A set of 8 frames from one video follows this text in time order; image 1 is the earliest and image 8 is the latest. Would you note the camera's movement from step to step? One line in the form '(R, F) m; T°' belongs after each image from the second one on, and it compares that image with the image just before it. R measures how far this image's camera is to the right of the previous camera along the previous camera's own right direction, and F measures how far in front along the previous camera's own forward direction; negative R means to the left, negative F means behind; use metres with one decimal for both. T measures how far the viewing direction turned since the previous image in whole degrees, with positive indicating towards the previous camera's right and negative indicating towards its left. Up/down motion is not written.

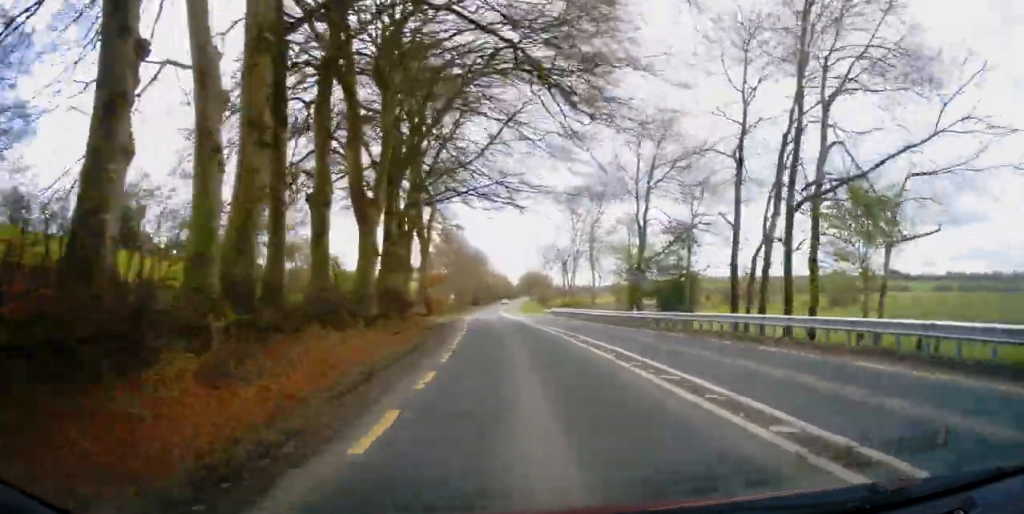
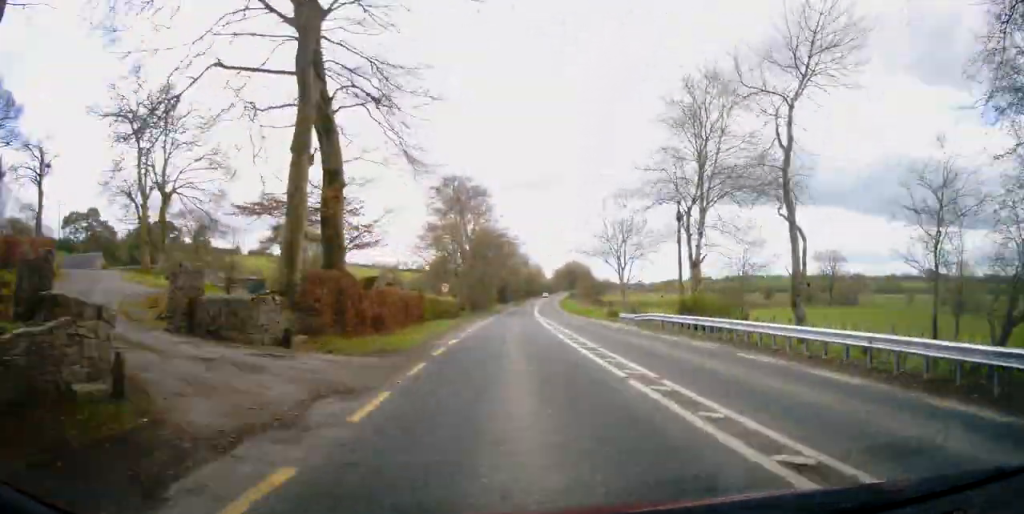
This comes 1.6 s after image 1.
(-1.6, +33.4) m; -4°
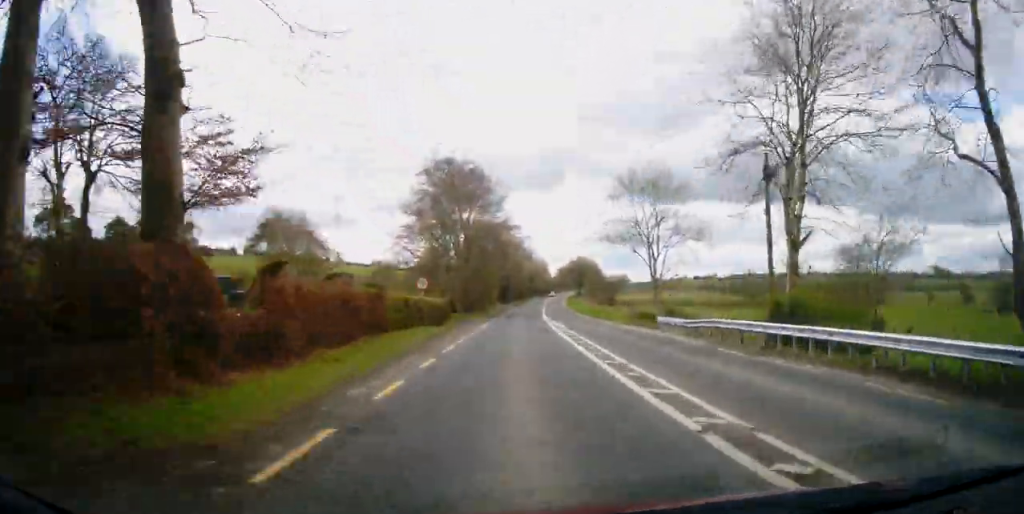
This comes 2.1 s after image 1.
(-0.2, +10.0) m; -1°
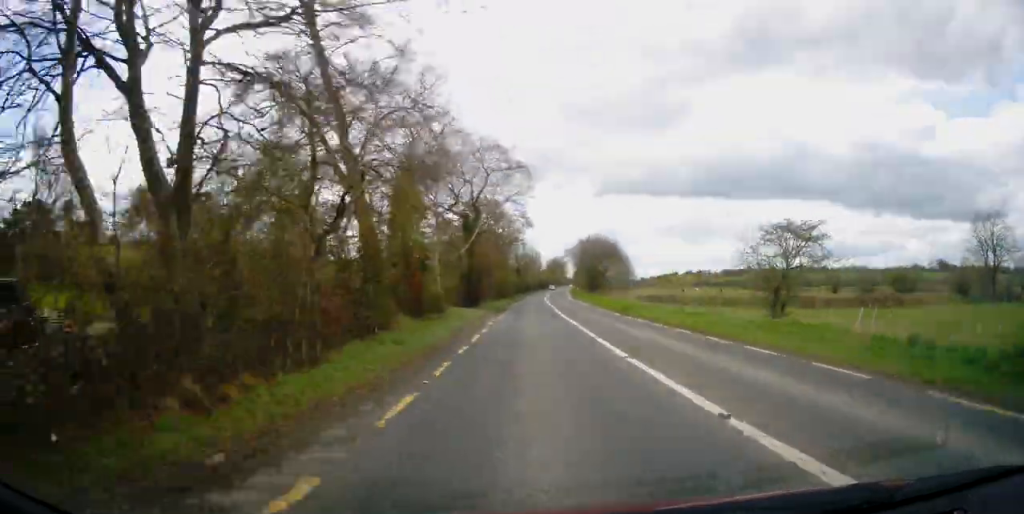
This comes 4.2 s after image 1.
(-0.5, +48.0) m; 0°
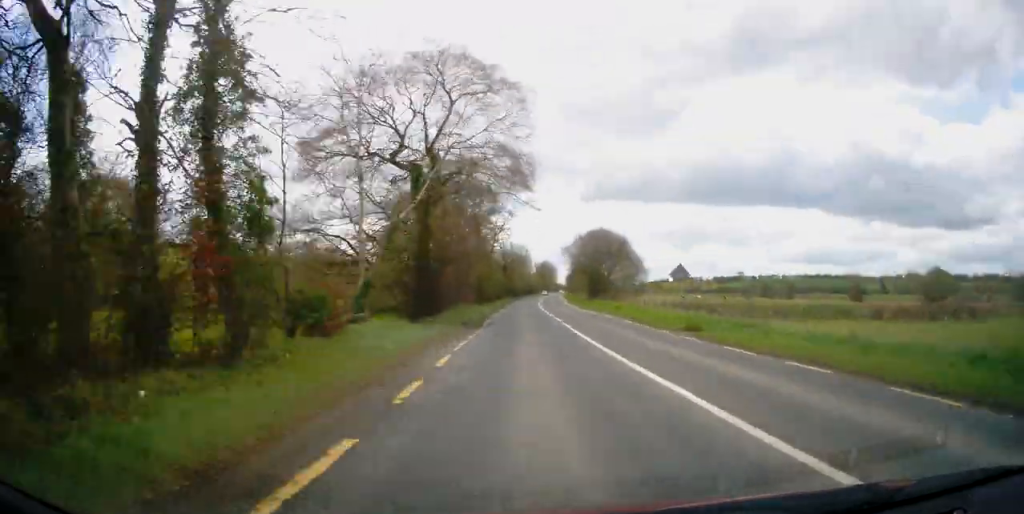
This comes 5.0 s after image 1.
(+0.2, +18.4) m; +1°
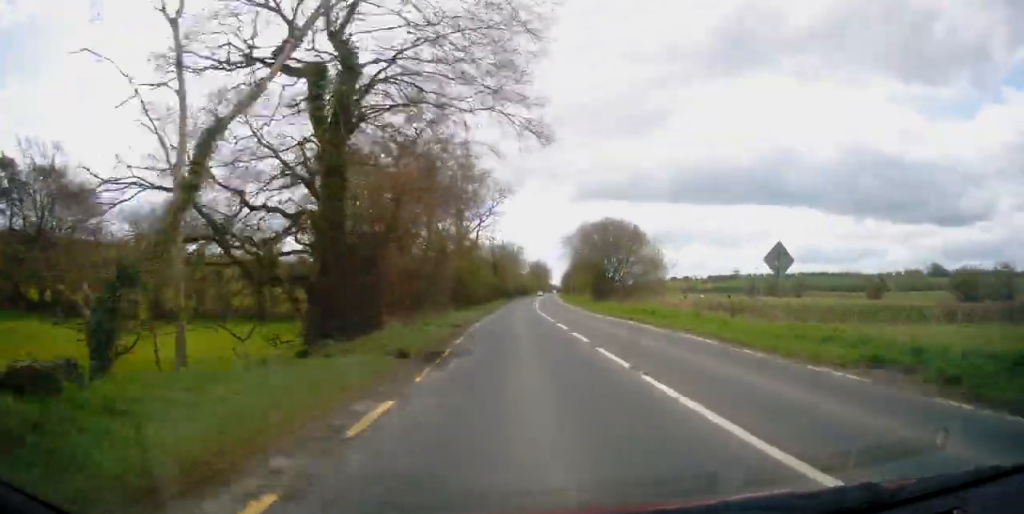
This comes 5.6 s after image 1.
(+0.3, +13.2) m; +1°
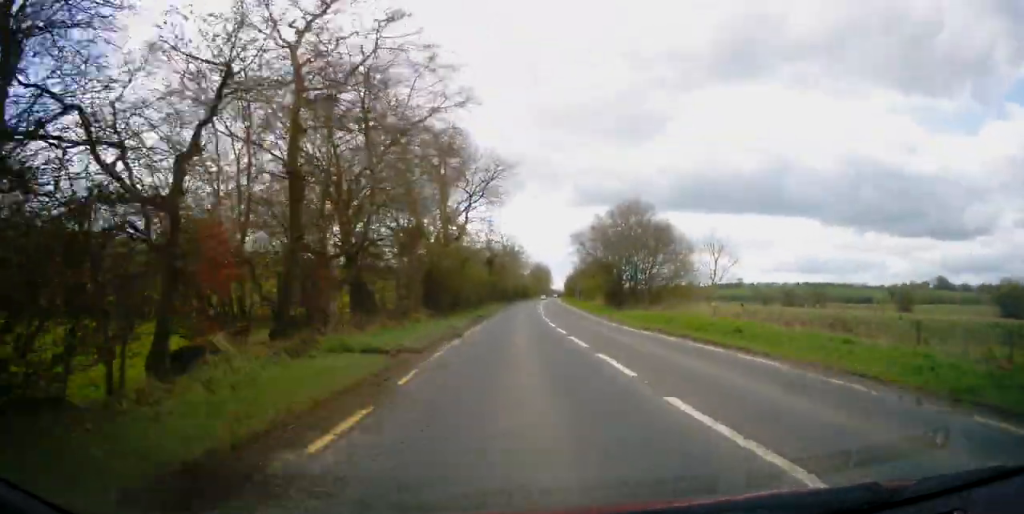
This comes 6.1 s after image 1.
(-0.1, +12.8) m; 0°
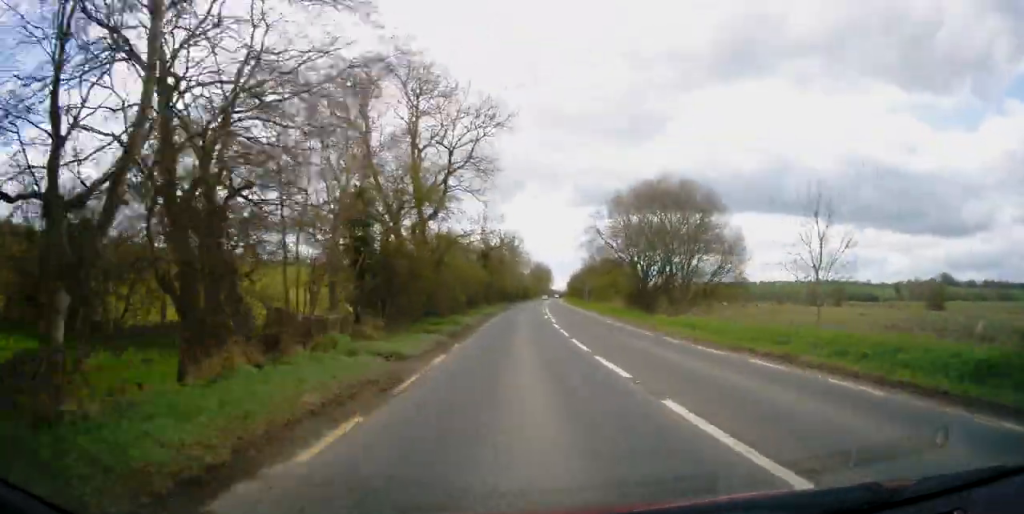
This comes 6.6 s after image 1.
(0.0, +12.0) m; 0°
